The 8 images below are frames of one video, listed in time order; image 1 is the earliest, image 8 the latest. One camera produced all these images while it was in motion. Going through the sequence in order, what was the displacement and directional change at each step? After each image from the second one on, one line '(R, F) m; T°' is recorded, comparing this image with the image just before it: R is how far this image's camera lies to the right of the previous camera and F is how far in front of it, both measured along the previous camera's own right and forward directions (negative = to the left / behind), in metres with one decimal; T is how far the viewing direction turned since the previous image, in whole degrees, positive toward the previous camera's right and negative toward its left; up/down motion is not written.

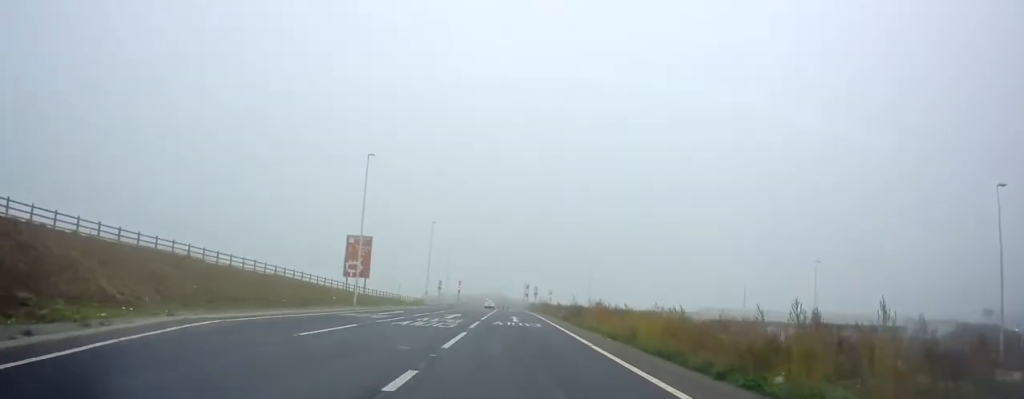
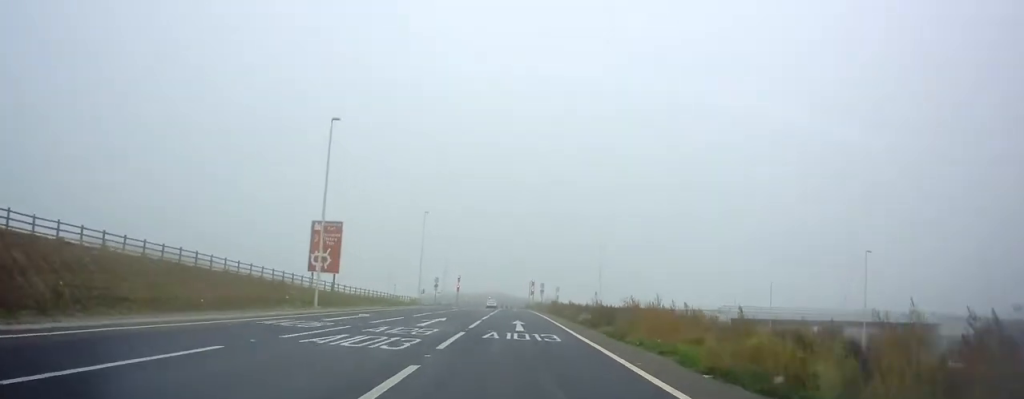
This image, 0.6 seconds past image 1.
(+0.2, +9.5) m; 0°
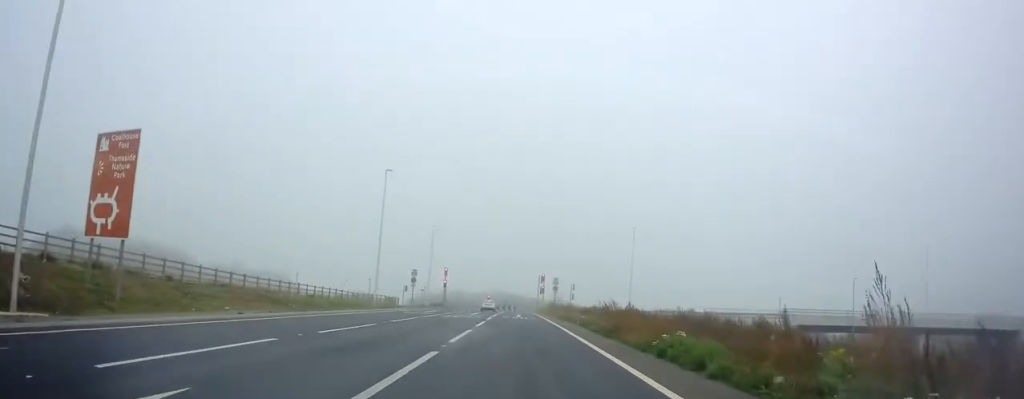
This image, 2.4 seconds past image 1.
(+0.2, +23.6) m; +2°
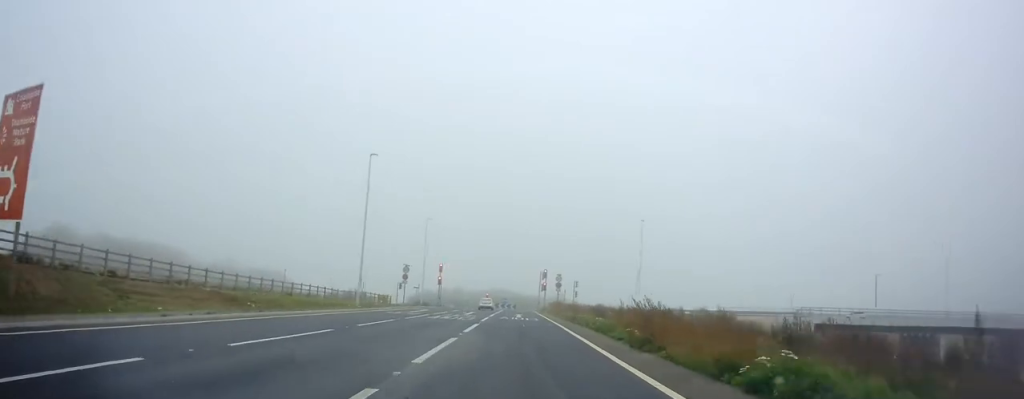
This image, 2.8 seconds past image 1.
(+0.3, +5.1) m; 0°
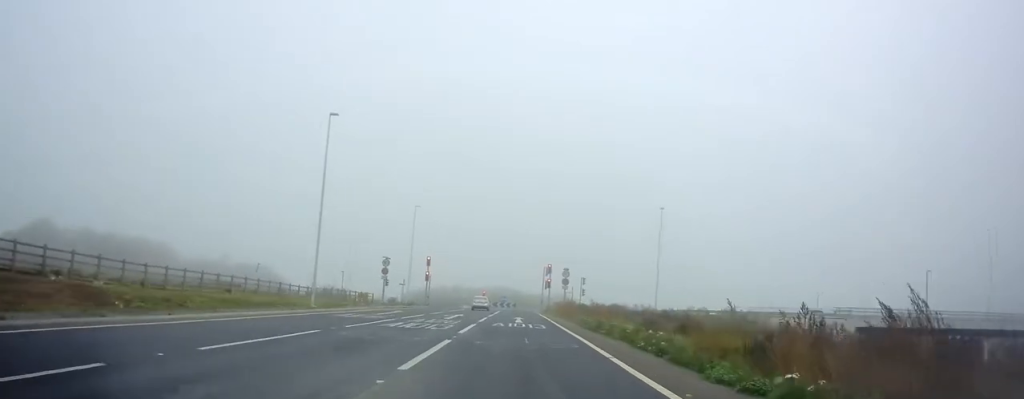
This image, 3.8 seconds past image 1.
(-0.4, +9.7) m; -3°
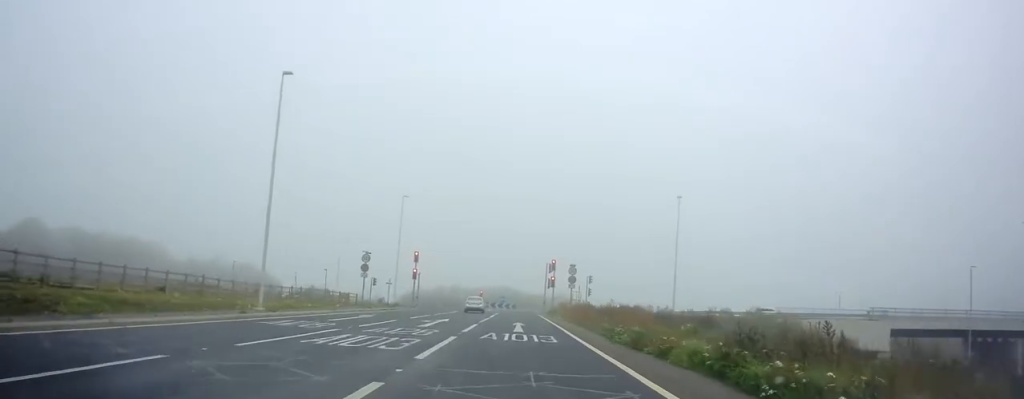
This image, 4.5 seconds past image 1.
(-0.2, +7.2) m; -1°
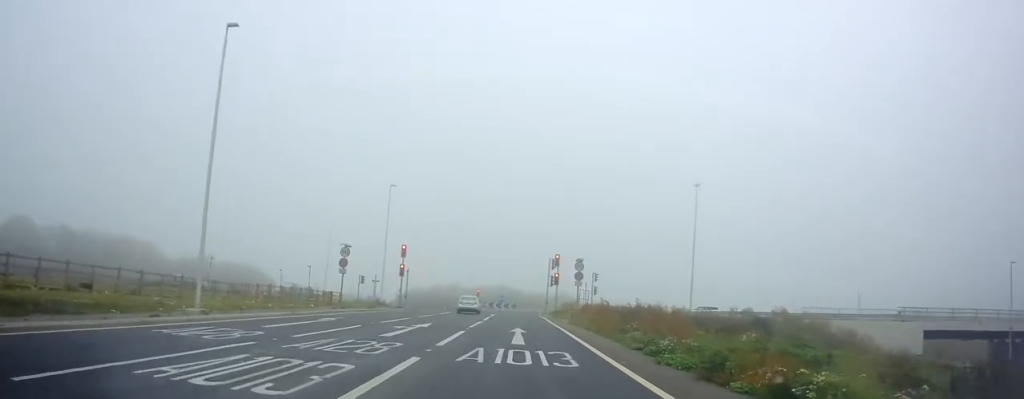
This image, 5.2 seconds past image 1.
(0.0, +5.9) m; 0°
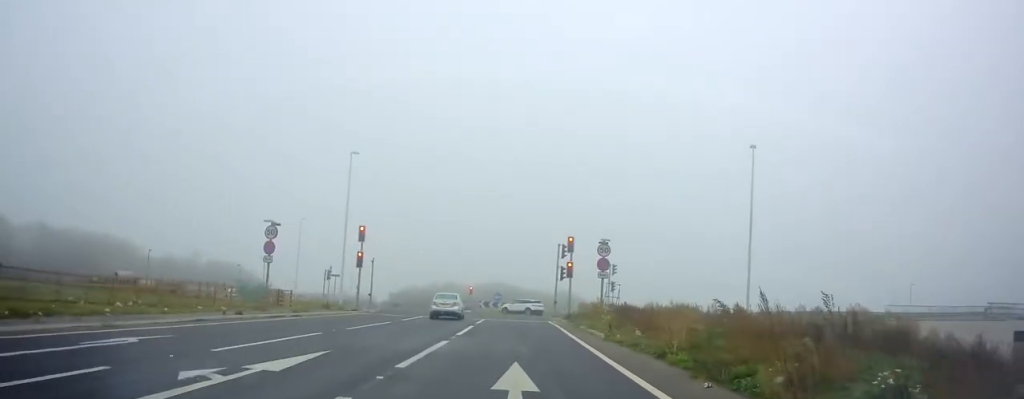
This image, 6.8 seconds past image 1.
(0.0, +12.9) m; +2°
